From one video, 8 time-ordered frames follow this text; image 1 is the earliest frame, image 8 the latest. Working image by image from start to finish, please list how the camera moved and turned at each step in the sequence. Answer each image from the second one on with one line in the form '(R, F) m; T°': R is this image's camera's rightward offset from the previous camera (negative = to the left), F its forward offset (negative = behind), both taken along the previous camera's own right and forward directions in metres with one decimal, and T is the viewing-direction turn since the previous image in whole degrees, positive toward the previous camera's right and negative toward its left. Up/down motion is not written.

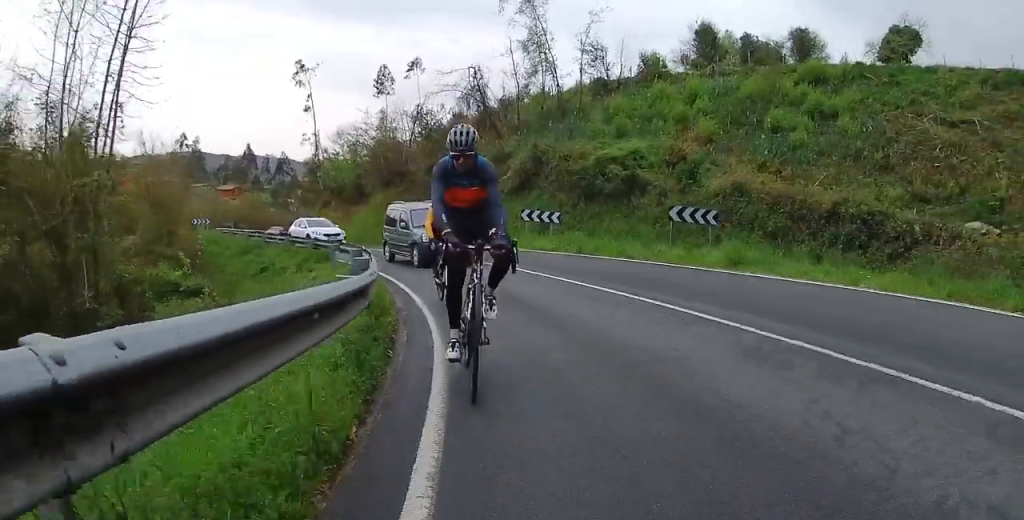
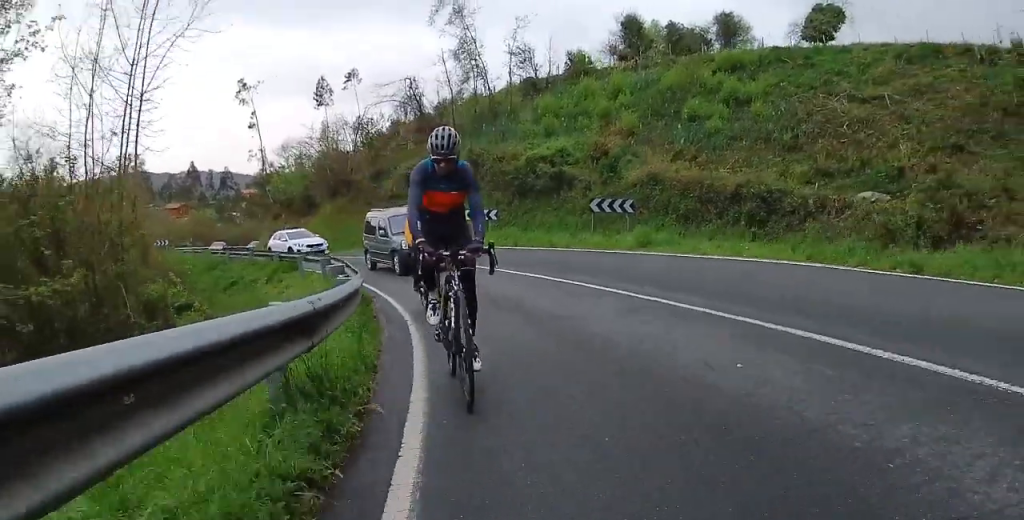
(-0.1, +2.6) m; +3°
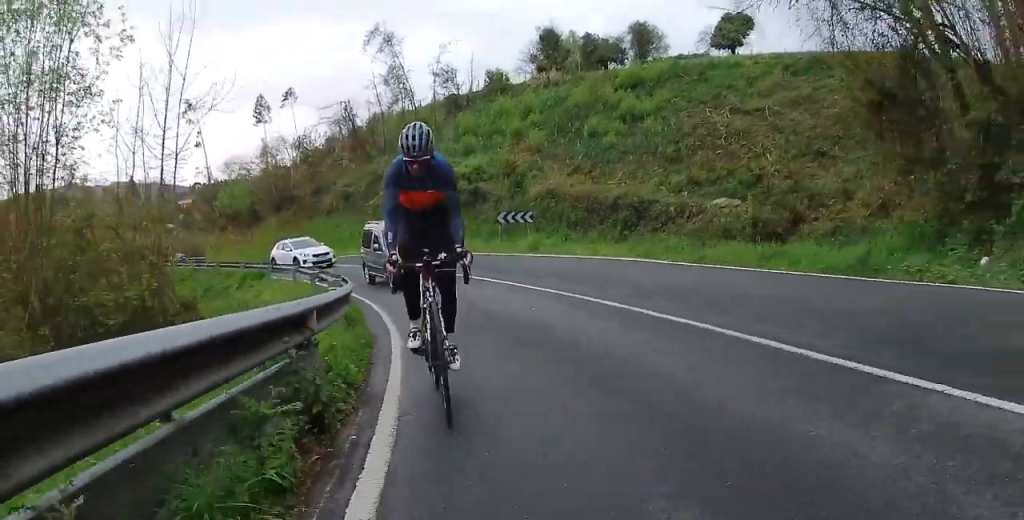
(+0.4, +5.1) m; +4°
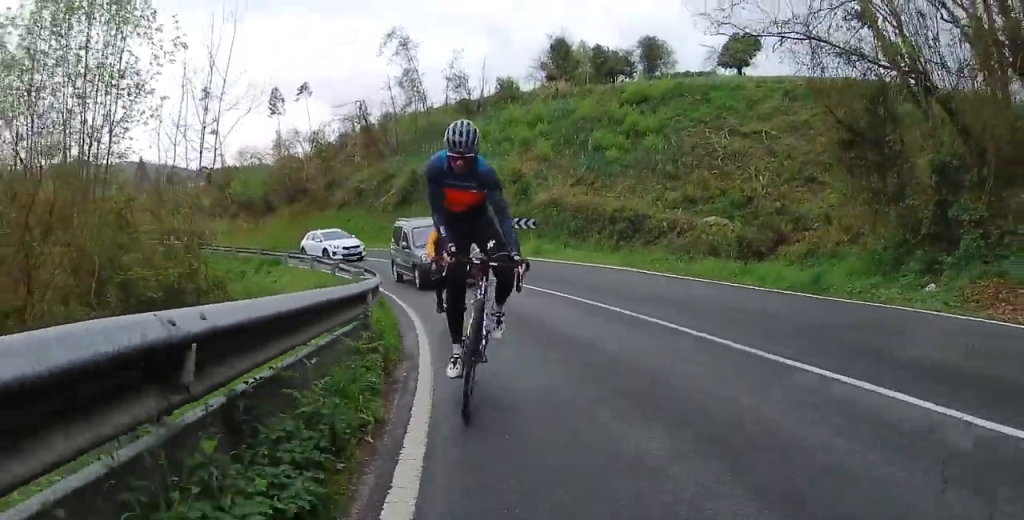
(-0.1, +1.8) m; +1°
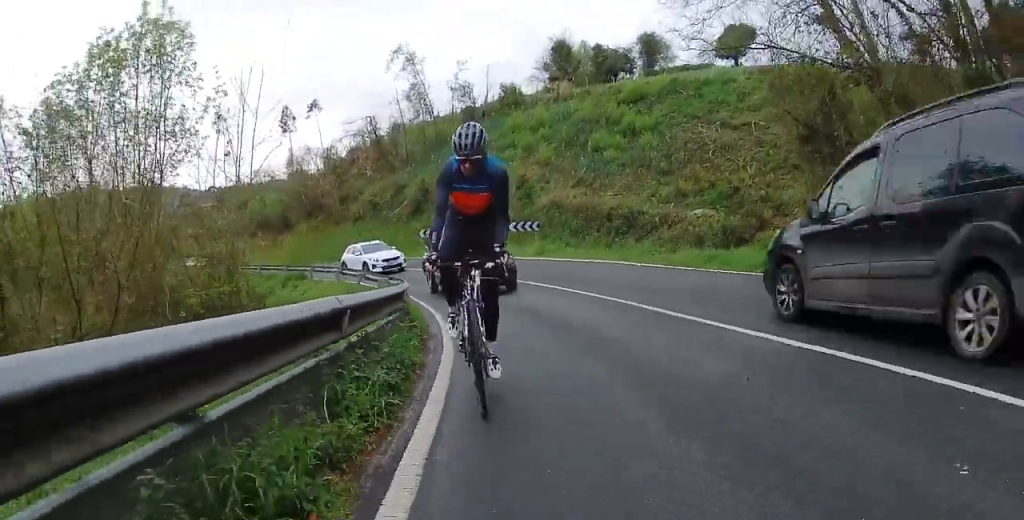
(-0.1, +2.3) m; +1°
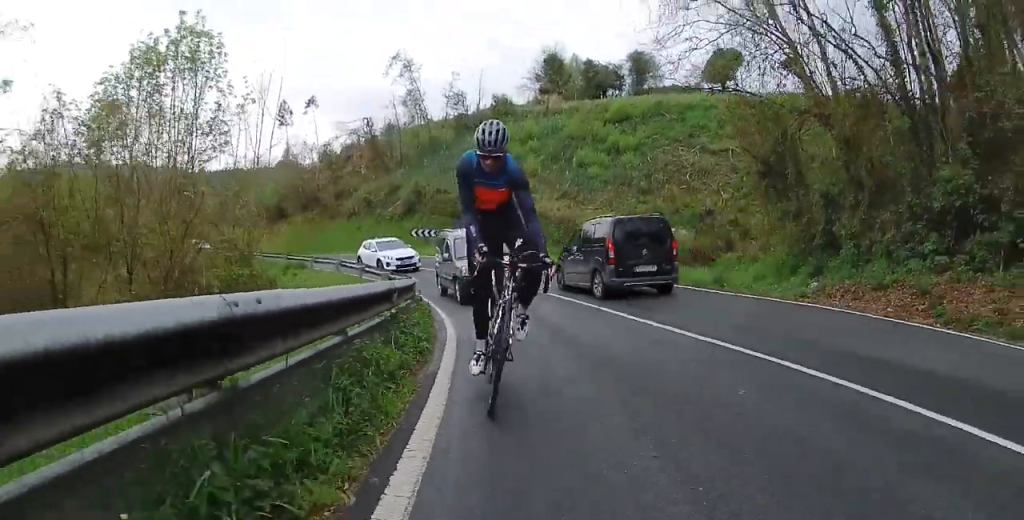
(+0.1, +2.1) m; +3°
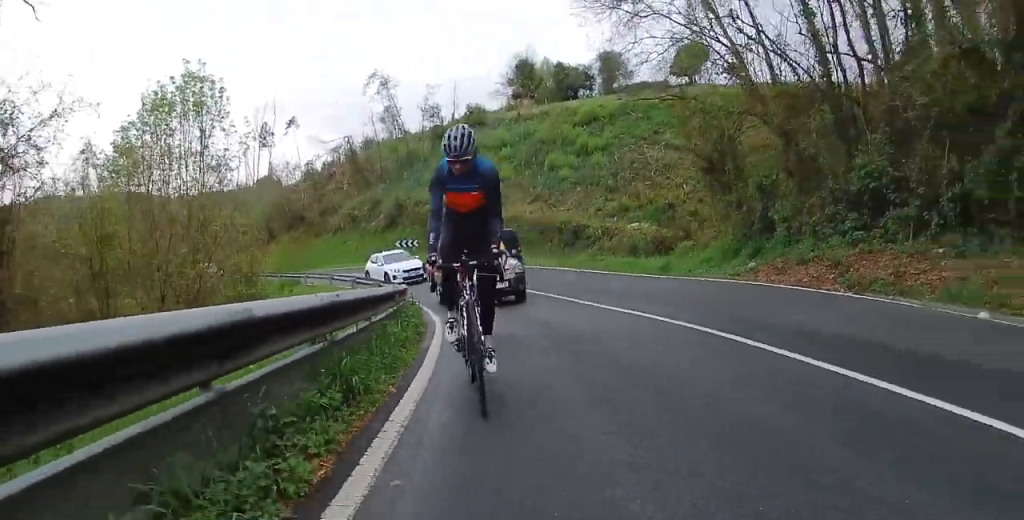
(+0.1, +2.1) m; +3°
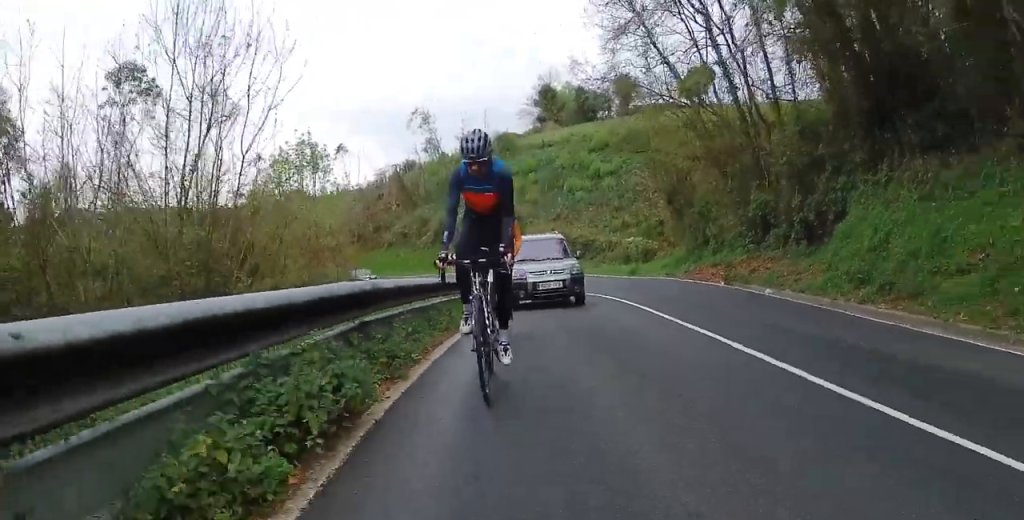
(+0.3, +8.1) m; +1°
